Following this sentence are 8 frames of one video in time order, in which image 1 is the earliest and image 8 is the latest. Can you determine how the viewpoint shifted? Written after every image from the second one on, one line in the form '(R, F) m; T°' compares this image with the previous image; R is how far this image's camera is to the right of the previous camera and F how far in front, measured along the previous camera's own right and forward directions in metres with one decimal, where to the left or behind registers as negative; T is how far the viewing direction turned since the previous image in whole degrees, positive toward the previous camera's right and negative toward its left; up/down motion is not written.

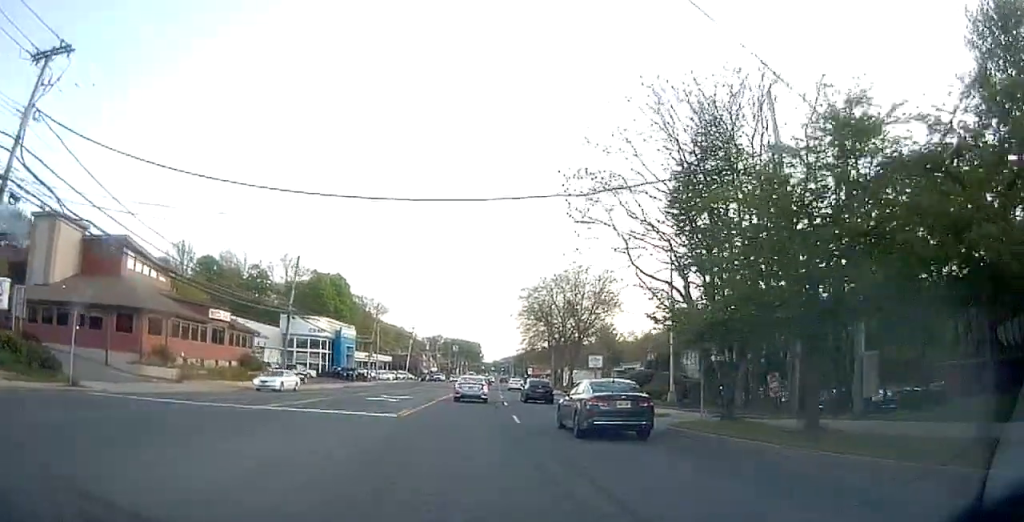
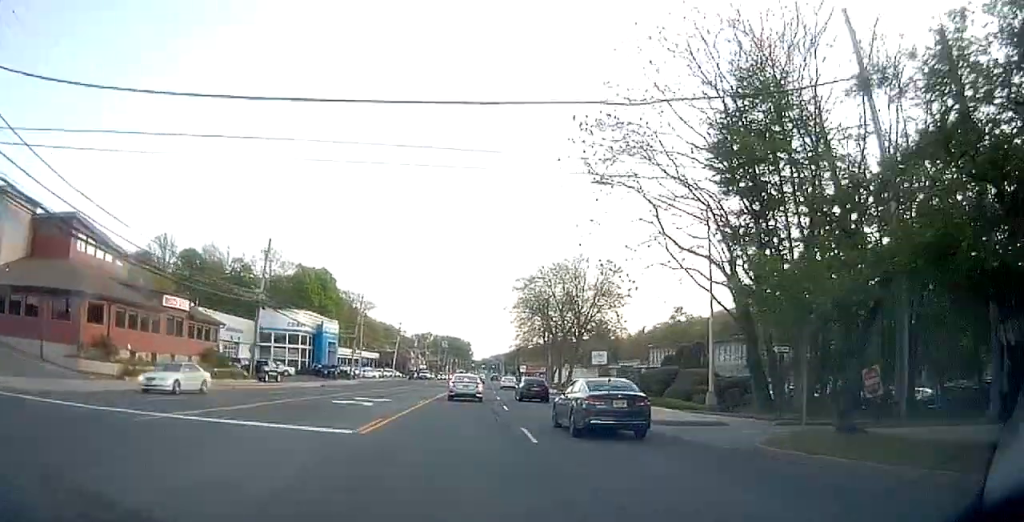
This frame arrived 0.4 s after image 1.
(0.0, +6.3) m; +1°
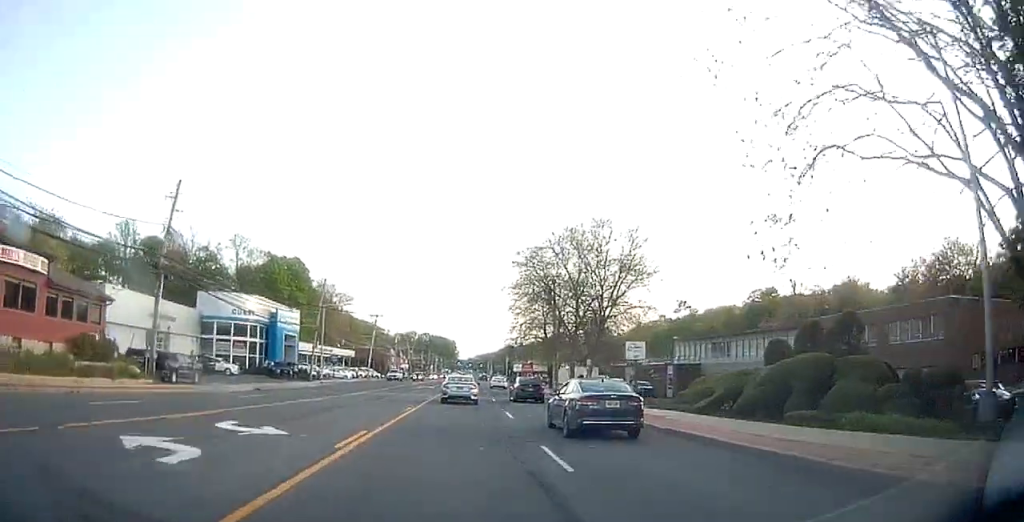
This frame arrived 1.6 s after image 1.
(+0.3, +16.0) m; +1°
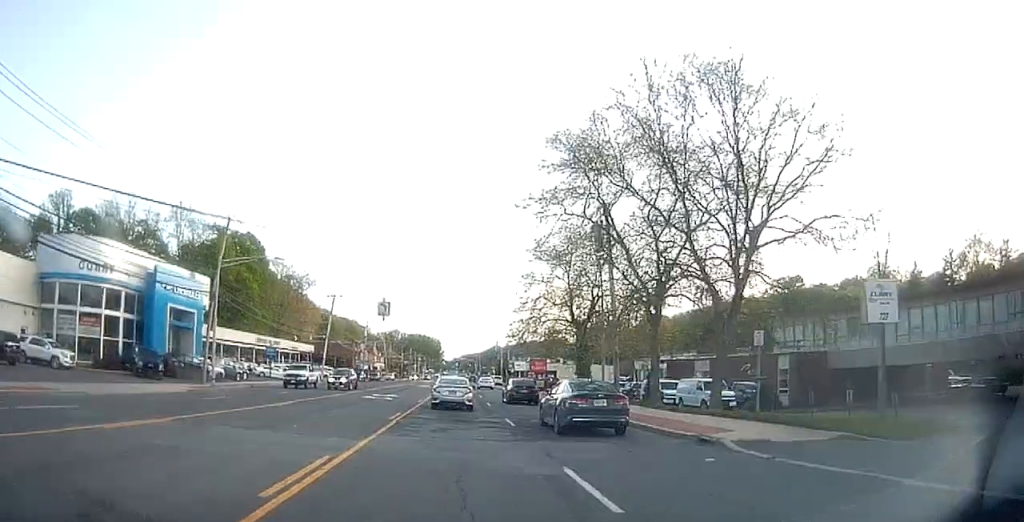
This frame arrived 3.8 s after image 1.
(+0.2, +27.7) m; +1°
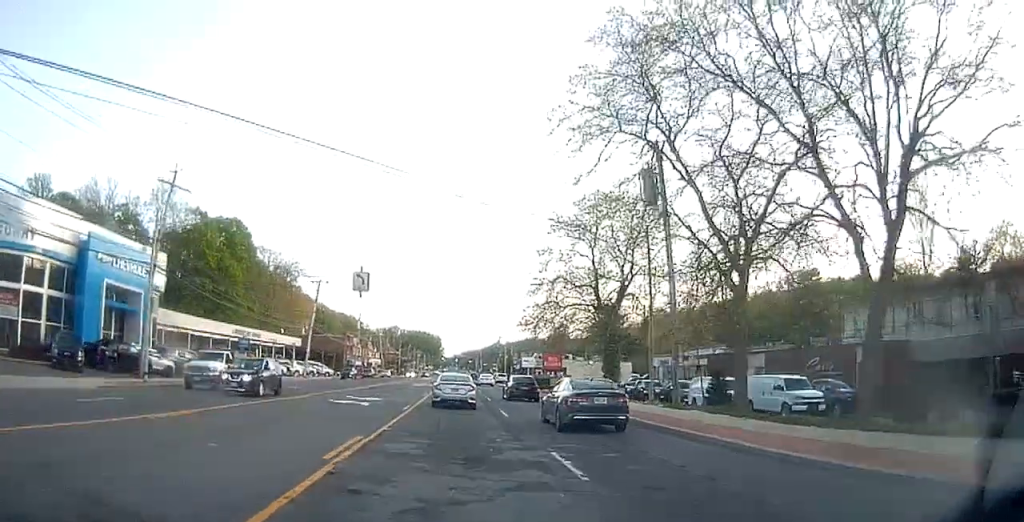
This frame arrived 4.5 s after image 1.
(0.0, +9.7) m; 0°
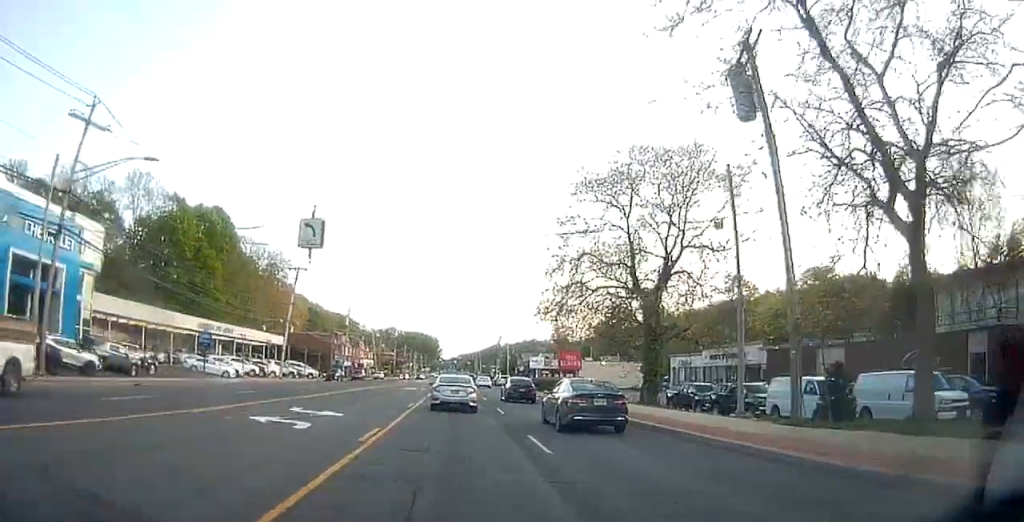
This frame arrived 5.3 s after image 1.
(+0.1, +9.8) m; +1°
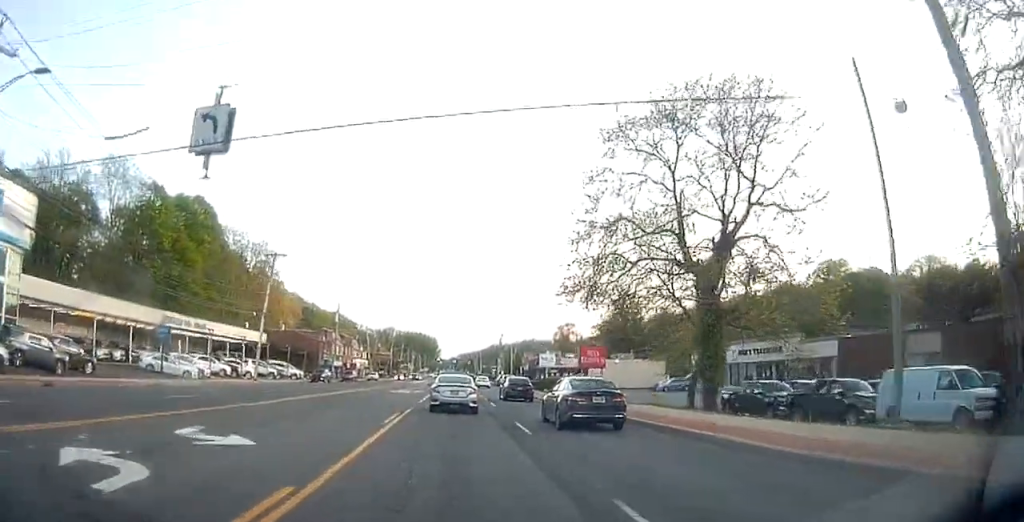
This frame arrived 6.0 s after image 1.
(0.0, +8.2) m; 0°
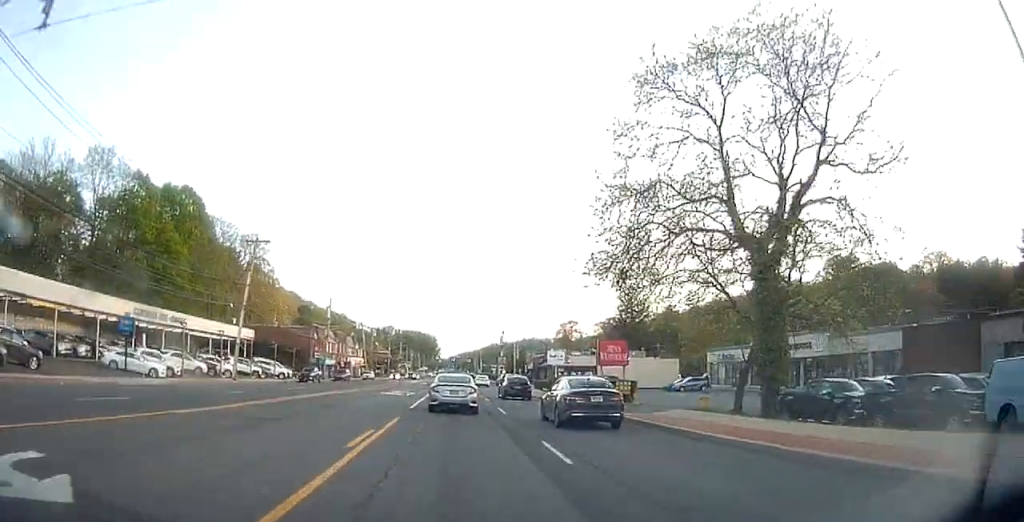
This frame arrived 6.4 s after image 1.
(0.0, +5.5) m; 0°
